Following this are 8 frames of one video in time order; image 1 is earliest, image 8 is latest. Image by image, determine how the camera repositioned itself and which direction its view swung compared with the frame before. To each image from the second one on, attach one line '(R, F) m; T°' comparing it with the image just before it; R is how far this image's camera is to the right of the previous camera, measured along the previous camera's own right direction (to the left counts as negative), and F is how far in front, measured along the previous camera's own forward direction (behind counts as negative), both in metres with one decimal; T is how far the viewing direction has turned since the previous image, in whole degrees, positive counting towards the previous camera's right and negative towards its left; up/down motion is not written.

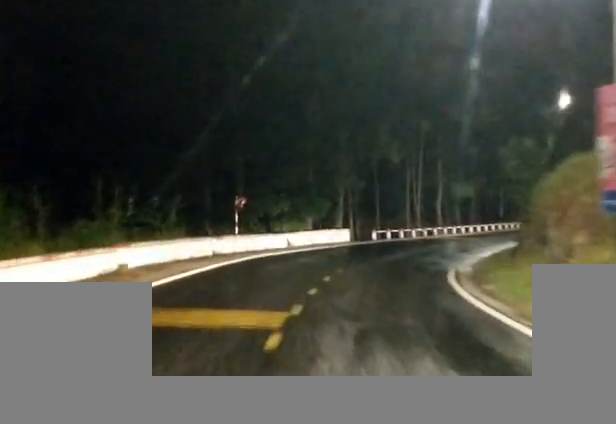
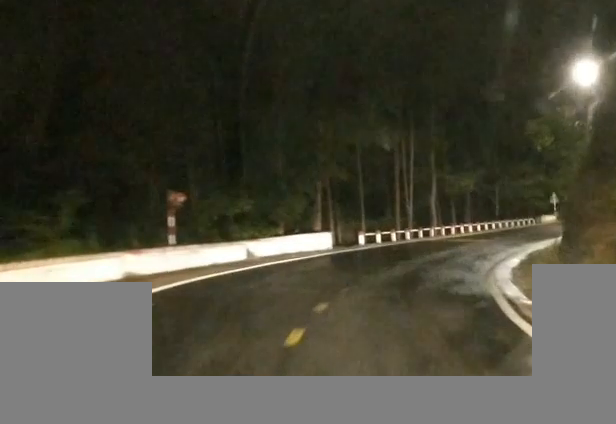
(-0.6, +8.8) m; 0°
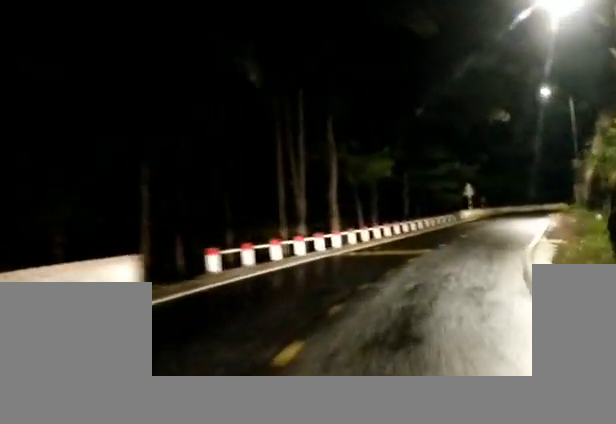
(+1.4, +16.5) m; +9°
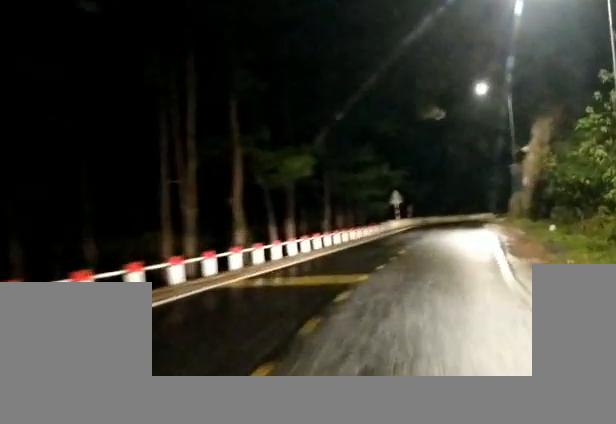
(0.0, +6.6) m; +4°
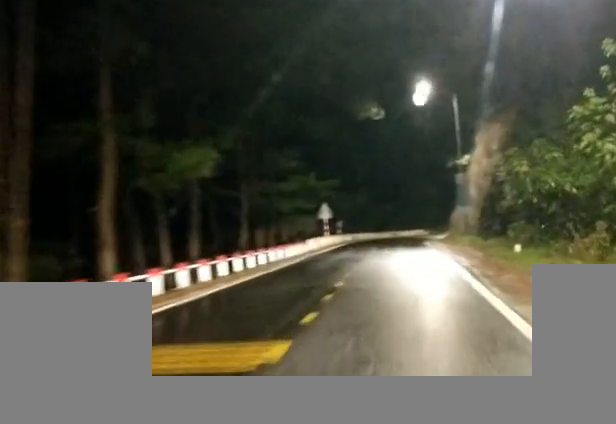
(+0.4, +6.3) m; +5°
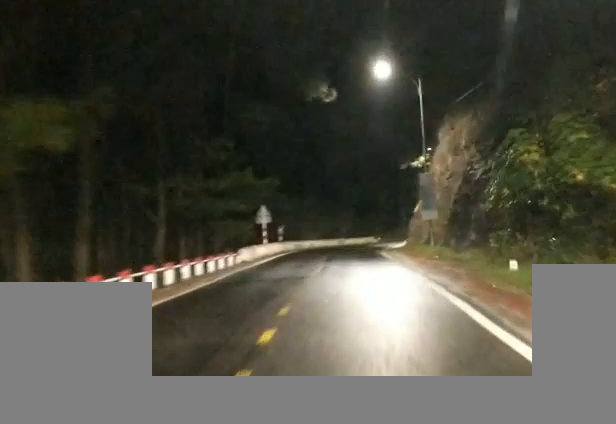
(+0.2, +5.5) m; +1°
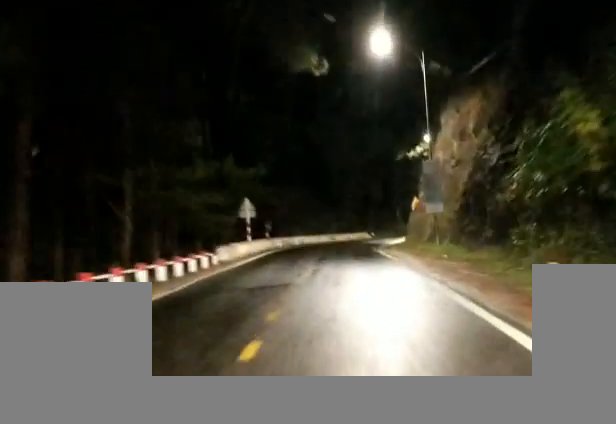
(0.0, +3.7) m; +1°
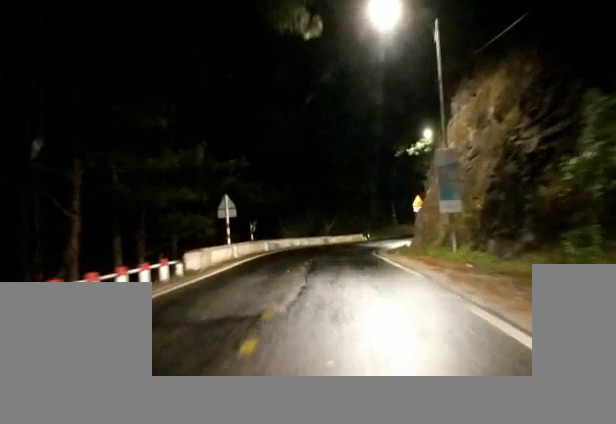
(0.0, +4.2) m; +1°
